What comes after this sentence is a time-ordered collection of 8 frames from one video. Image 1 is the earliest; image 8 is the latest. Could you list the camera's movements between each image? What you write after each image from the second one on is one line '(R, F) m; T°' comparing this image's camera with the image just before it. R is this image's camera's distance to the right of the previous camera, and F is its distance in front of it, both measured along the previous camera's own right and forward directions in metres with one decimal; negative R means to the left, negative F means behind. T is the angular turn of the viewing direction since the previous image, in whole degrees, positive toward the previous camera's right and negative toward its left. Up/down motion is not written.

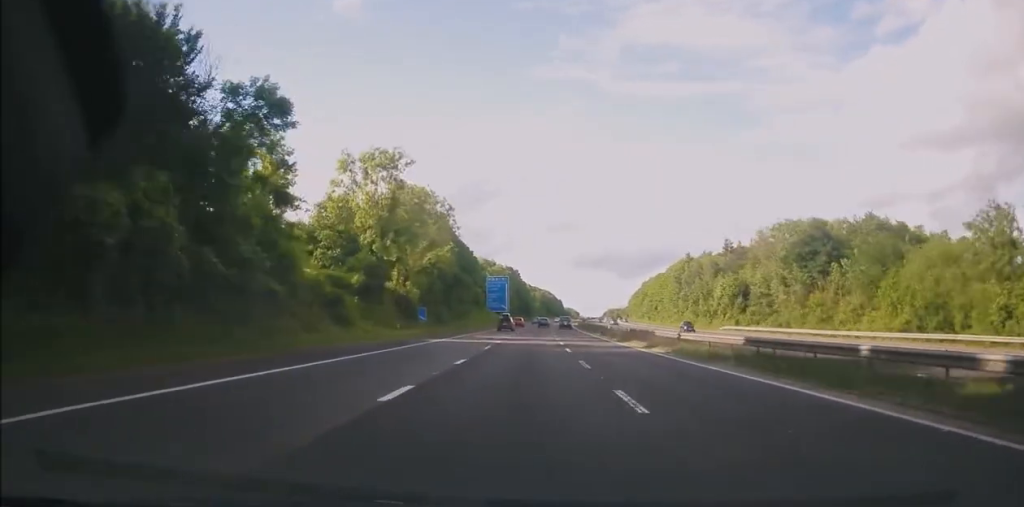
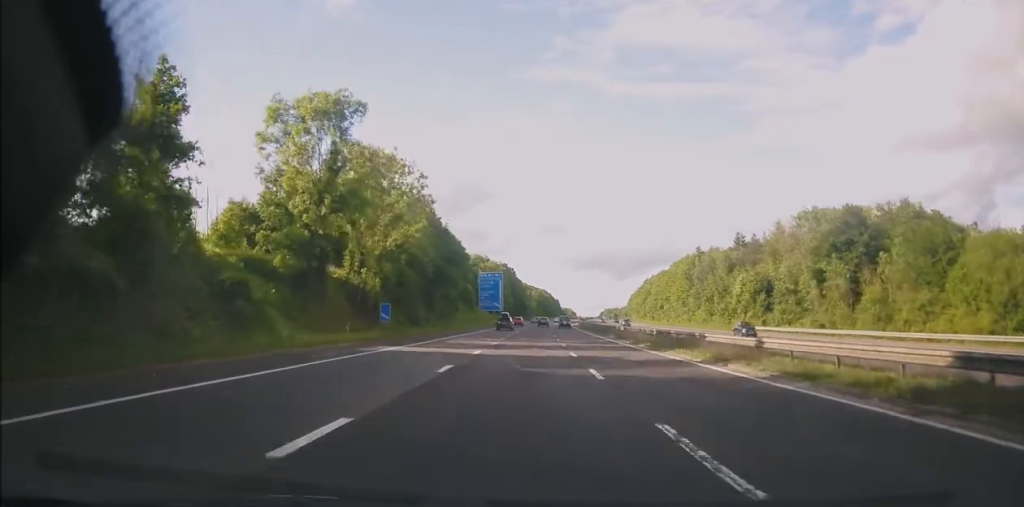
(0.0, +12.7) m; 0°
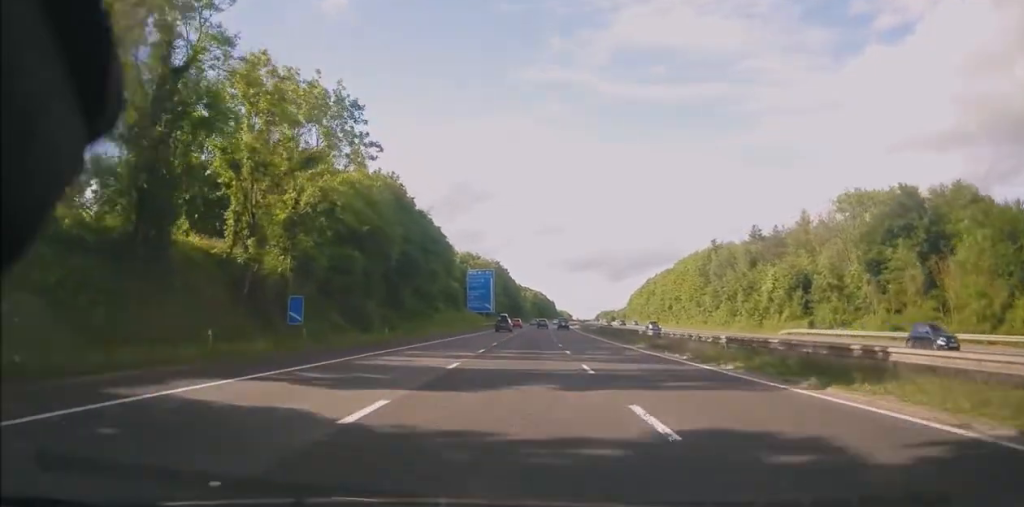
(0.0, +15.7) m; 0°
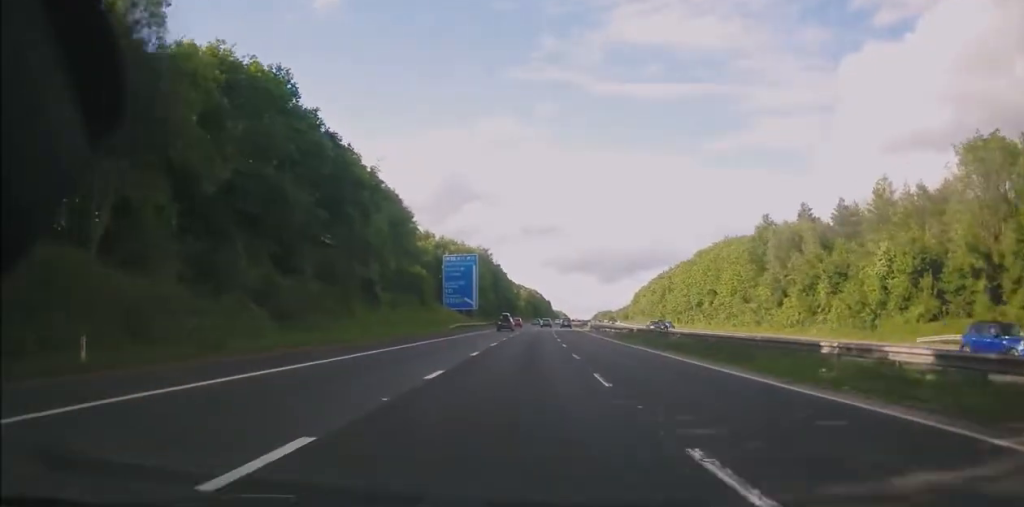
(+0.3, +30.6) m; +1°
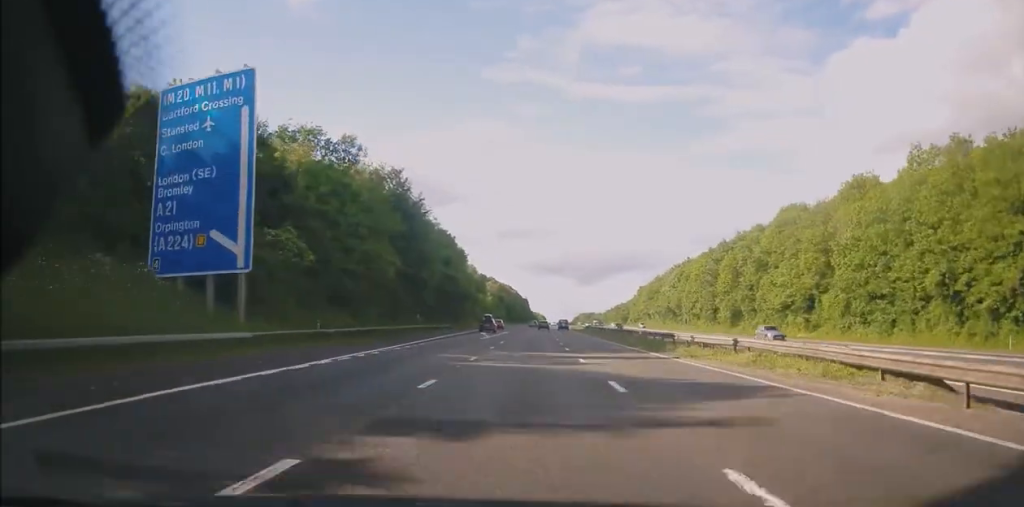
(+1.6, +81.6) m; +2°
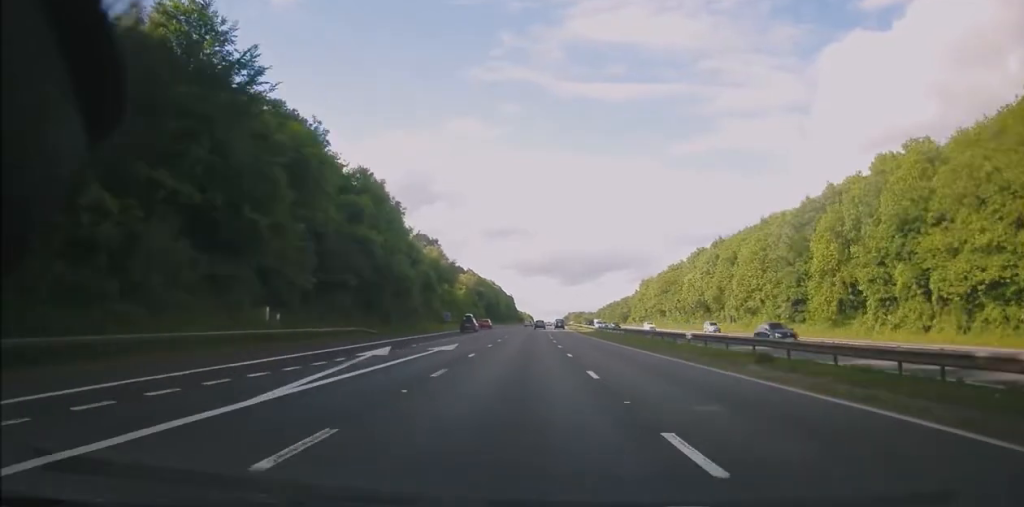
(+0.2, +41.1) m; +1°
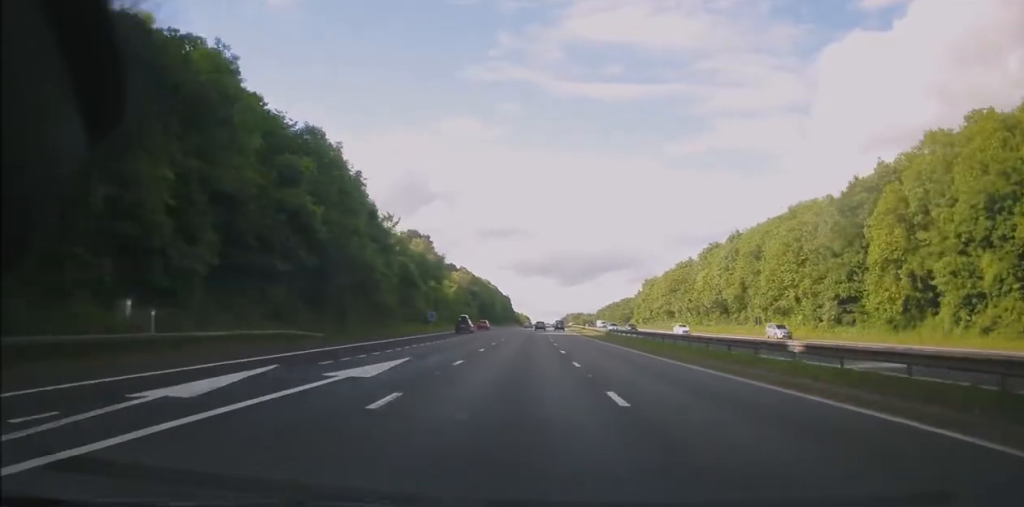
(+0.1, +13.2) m; 0°
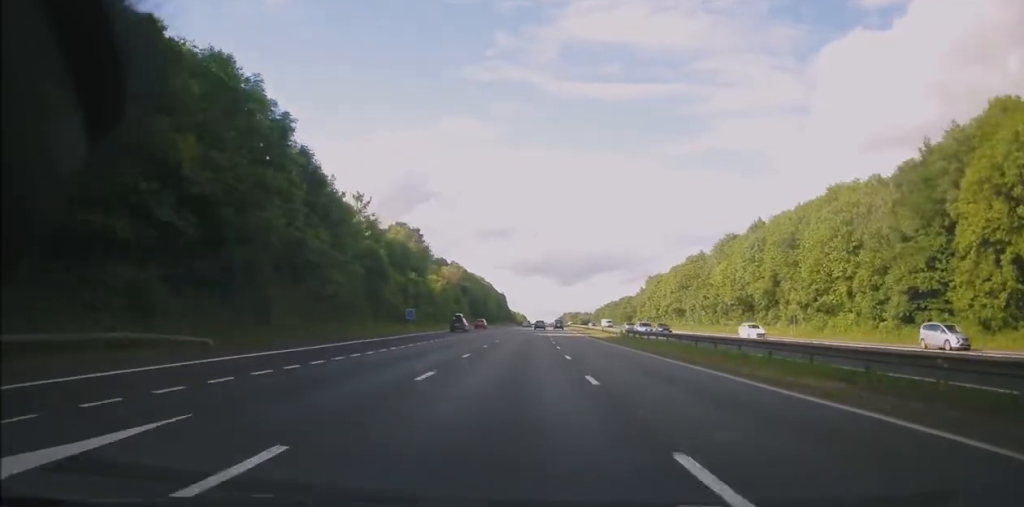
(+0.1, +14.2) m; 0°
